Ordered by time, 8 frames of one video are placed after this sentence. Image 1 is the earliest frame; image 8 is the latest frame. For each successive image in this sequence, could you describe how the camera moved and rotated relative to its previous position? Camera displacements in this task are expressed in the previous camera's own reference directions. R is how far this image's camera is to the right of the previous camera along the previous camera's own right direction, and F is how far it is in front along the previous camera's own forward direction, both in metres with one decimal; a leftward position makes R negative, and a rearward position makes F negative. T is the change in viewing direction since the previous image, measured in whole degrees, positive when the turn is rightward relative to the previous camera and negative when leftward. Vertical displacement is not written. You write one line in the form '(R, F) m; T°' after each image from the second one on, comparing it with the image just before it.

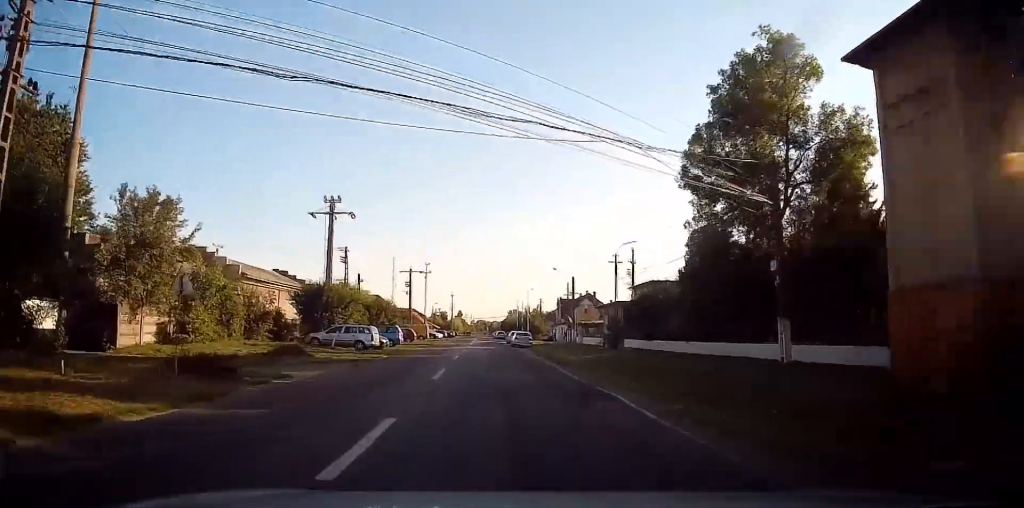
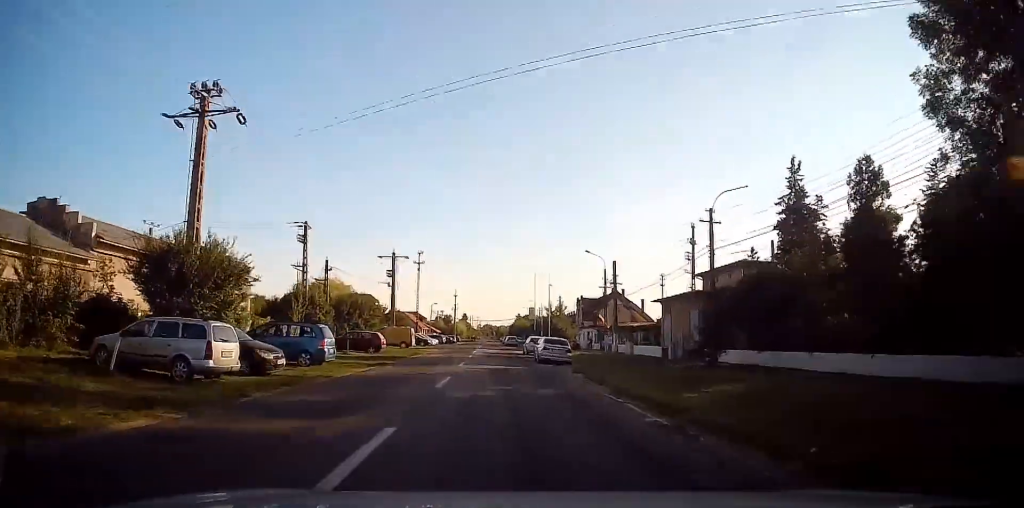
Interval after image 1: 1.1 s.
(+0.2, +18.8) m; +1°
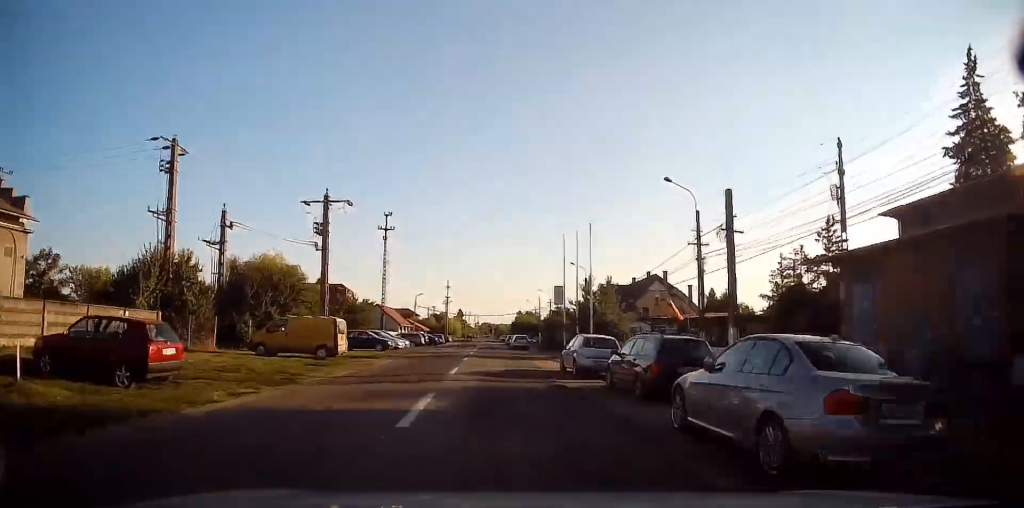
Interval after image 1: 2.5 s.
(+0.3, +23.7) m; +1°
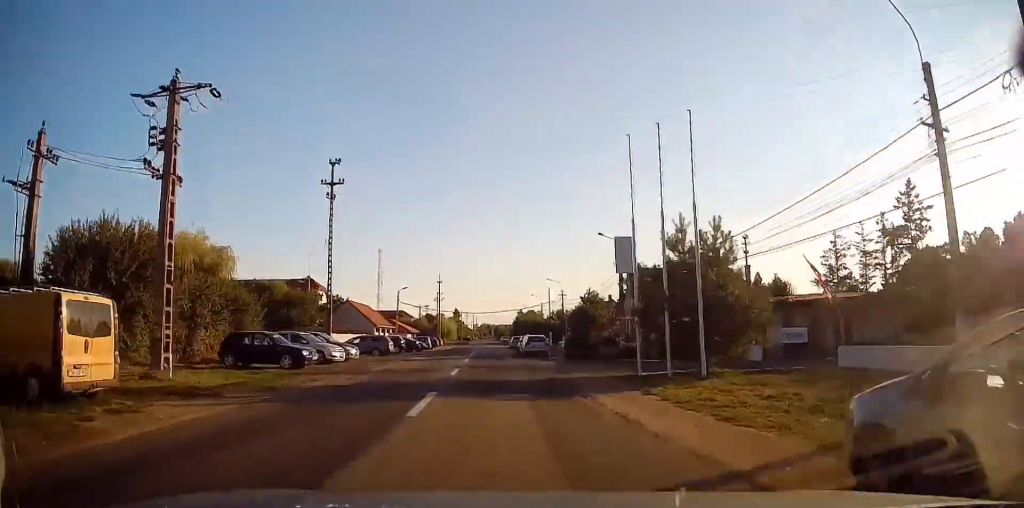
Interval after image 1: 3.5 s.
(-0.1, +17.1) m; 0°
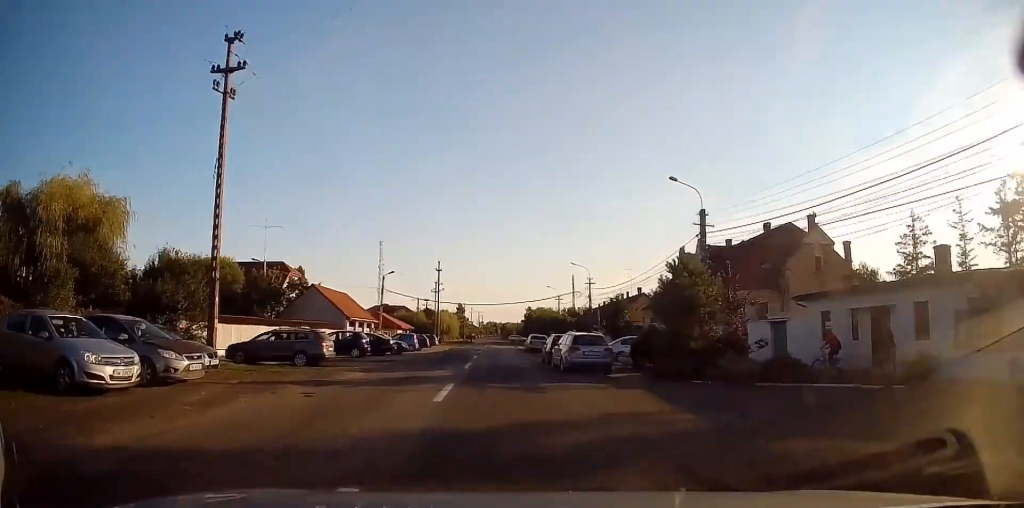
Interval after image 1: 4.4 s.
(0.0, +15.9) m; 0°
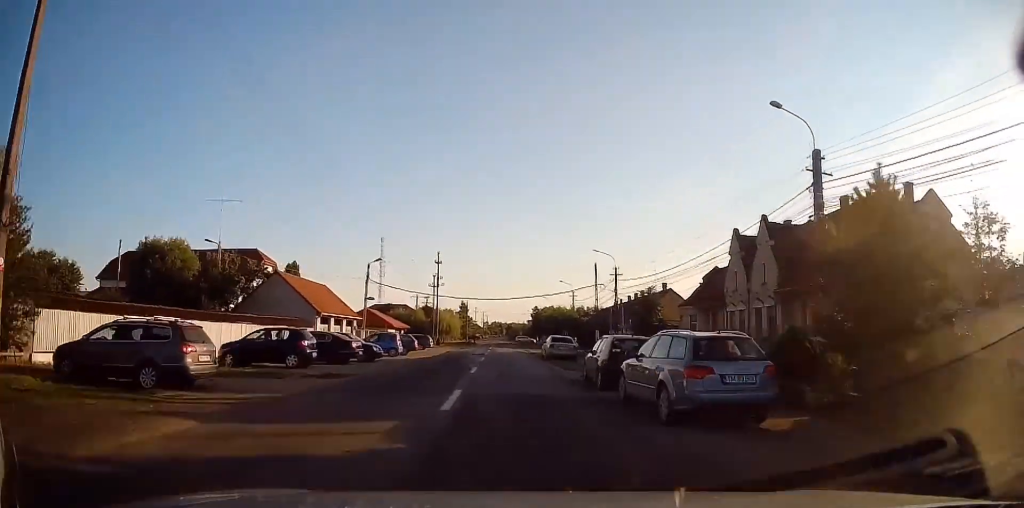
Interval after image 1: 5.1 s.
(-0.1, +10.4) m; 0°
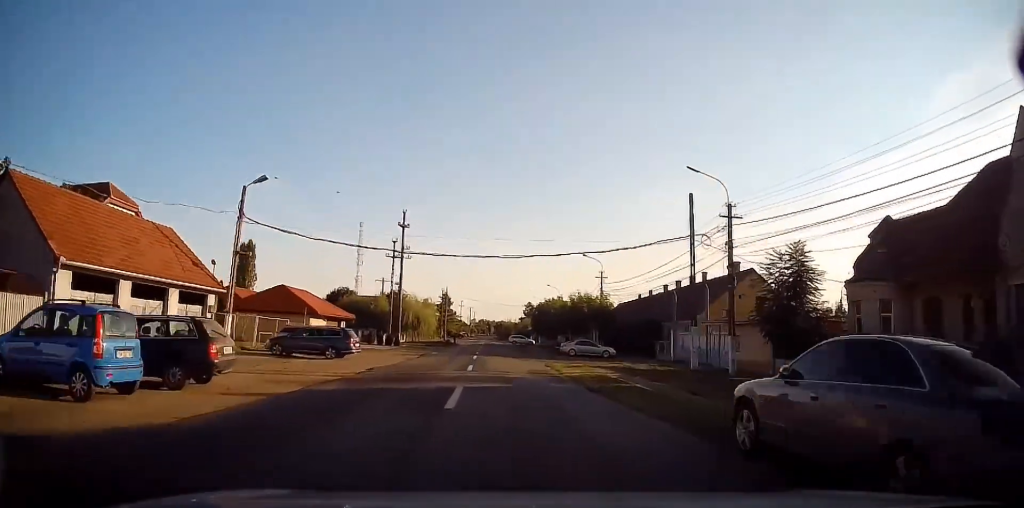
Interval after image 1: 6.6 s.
(-0.1, +26.5) m; 0°
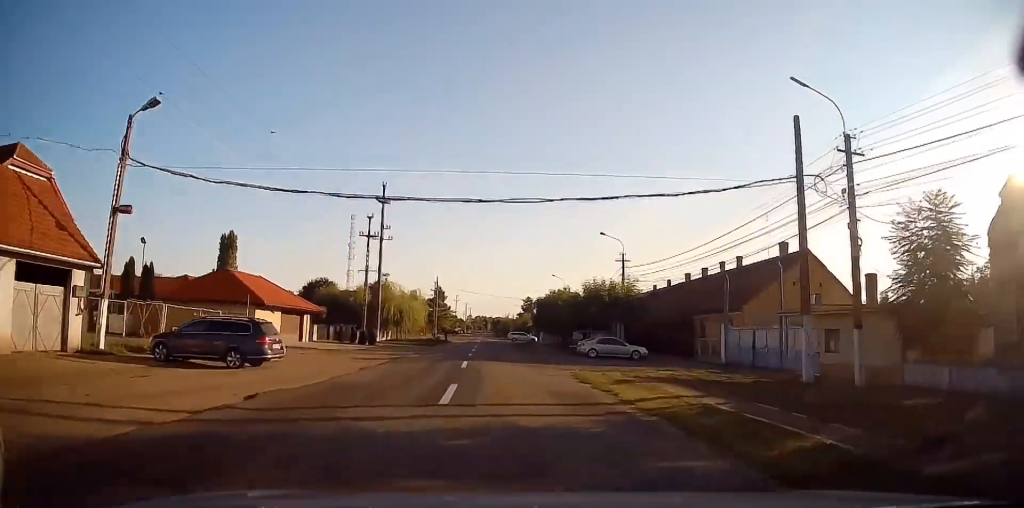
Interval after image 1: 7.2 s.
(0.0, +9.6) m; 0°
